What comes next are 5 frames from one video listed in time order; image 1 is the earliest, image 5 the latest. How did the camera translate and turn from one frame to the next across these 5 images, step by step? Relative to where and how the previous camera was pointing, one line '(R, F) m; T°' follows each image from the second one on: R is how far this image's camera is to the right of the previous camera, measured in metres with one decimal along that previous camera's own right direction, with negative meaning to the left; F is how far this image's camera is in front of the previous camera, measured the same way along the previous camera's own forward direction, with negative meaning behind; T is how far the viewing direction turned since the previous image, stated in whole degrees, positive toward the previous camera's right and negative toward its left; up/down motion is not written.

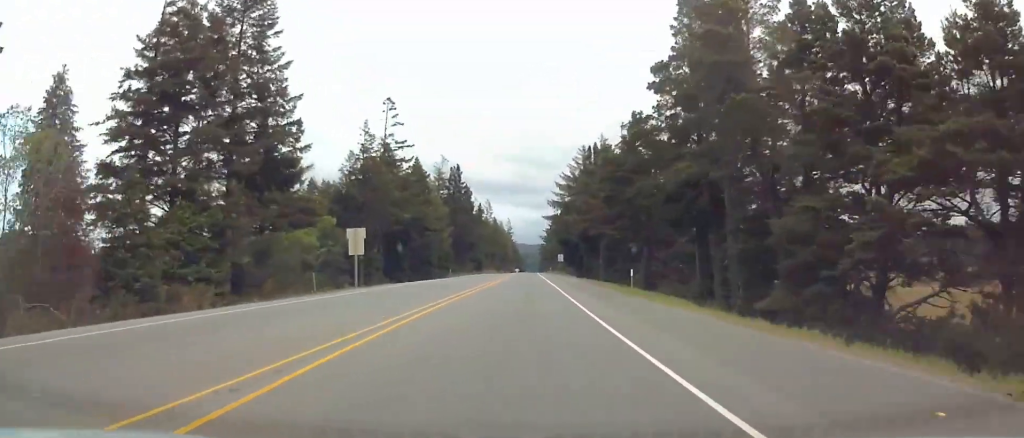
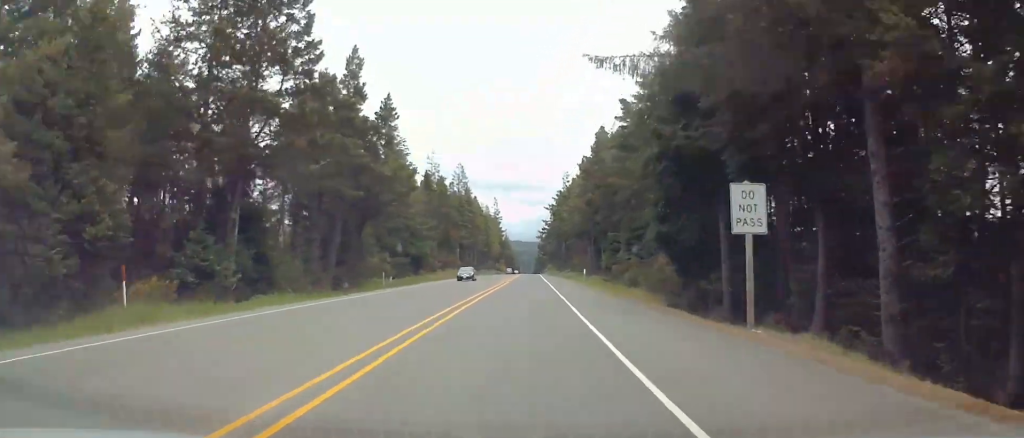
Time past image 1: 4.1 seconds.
(-0.9, +105.0) m; -1°
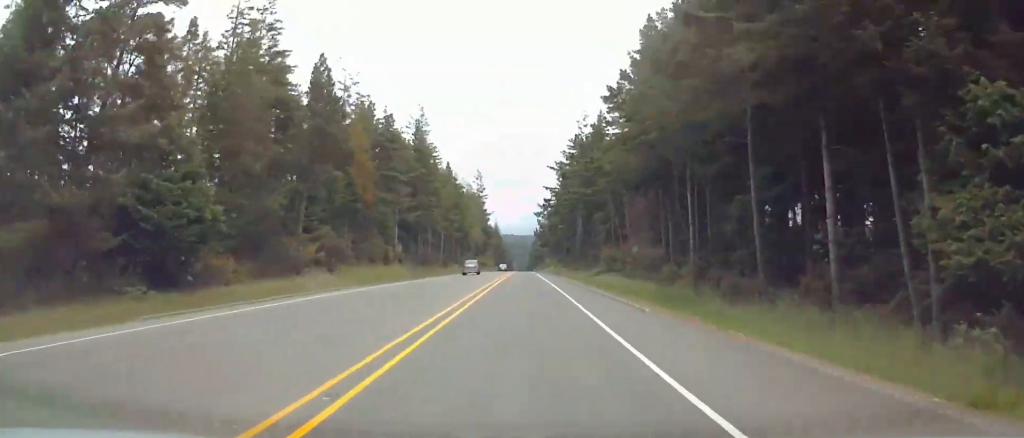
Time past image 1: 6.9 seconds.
(+0.3, +69.2) m; 0°
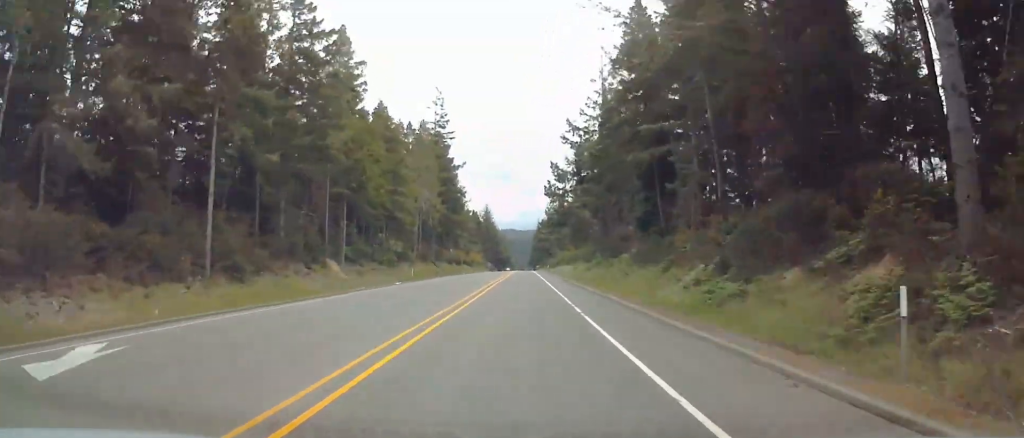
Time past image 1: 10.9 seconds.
(-0.1, +100.7) m; 0°
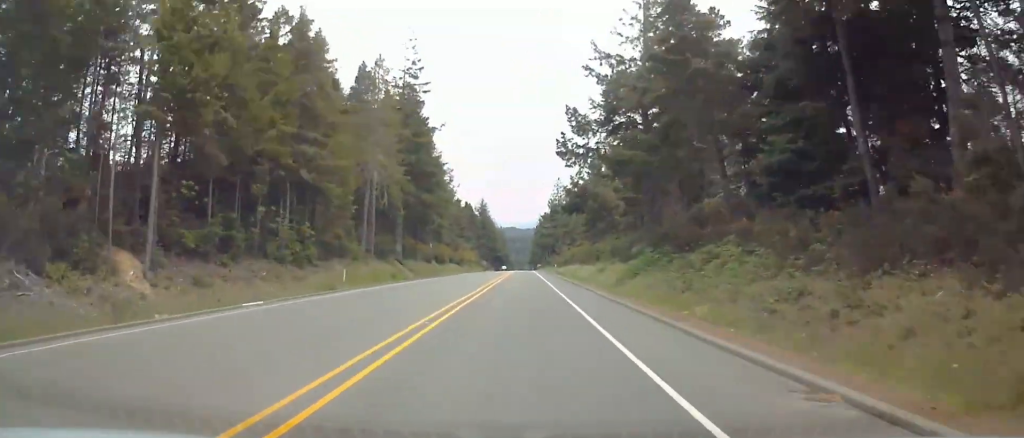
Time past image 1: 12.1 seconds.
(0.0, +31.5) m; 0°
